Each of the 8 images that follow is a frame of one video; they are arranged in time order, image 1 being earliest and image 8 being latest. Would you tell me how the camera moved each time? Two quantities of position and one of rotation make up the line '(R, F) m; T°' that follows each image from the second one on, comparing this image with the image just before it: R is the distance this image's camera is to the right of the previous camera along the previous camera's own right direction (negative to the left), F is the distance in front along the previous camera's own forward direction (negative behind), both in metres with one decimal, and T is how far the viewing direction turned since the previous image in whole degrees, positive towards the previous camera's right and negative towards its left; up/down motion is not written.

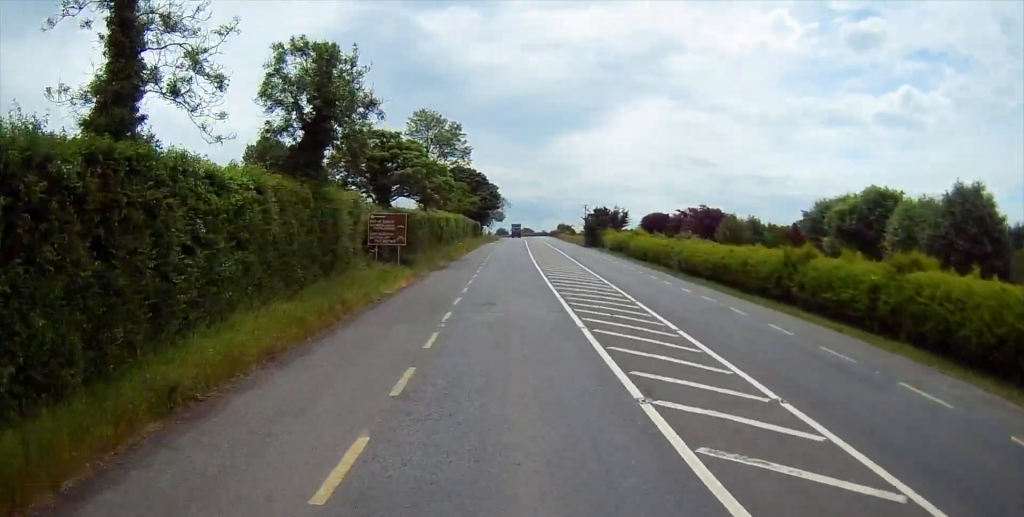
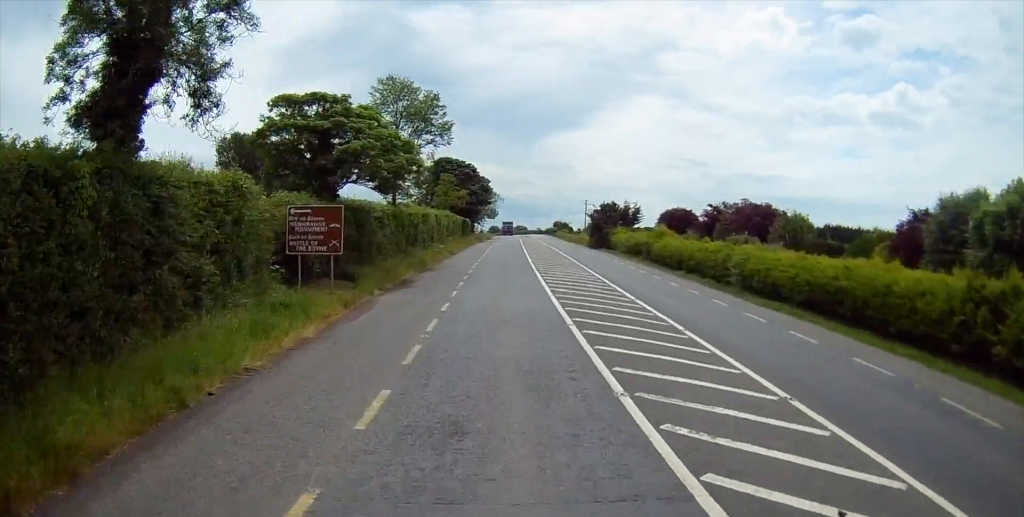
(+0.2, +13.0) m; 0°
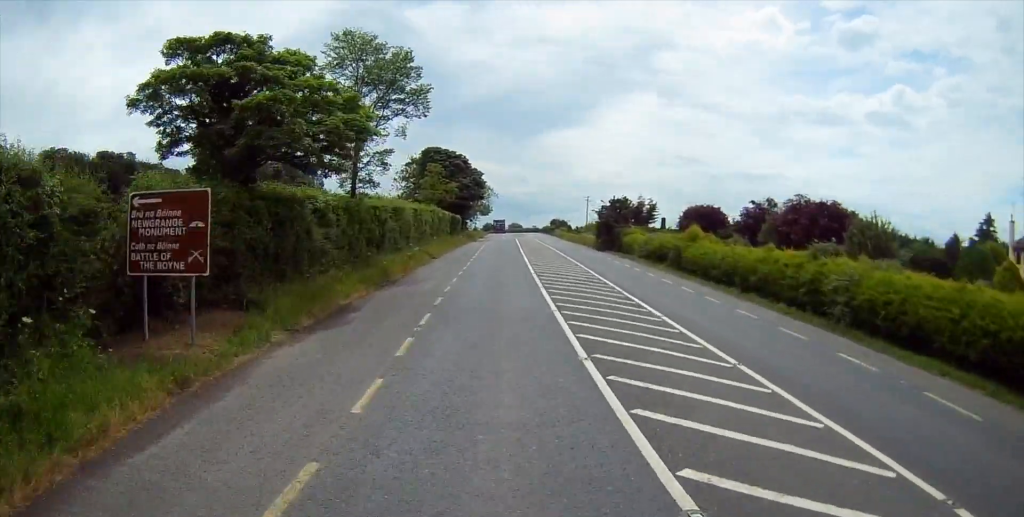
(0.0, +10.8) m; 0°
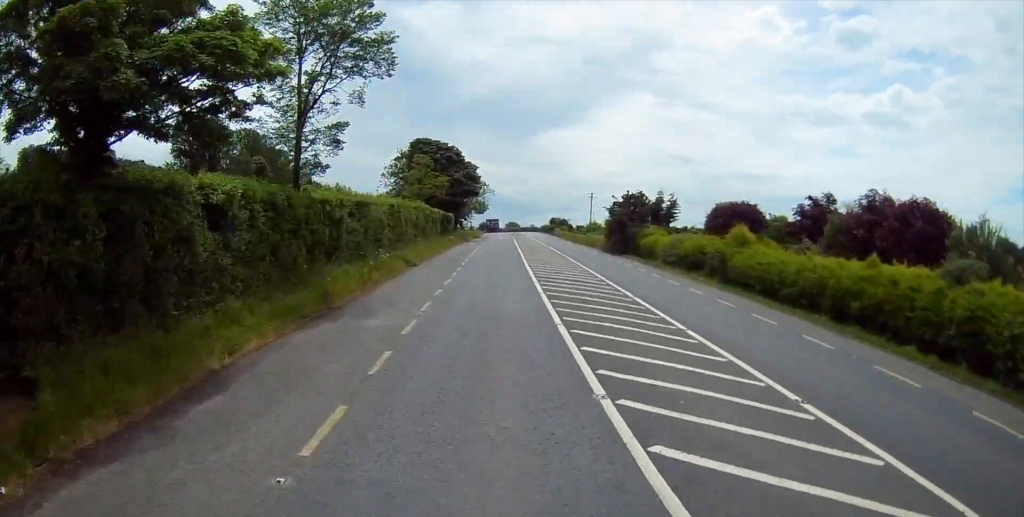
(-0.2, +9.4) m; 0°
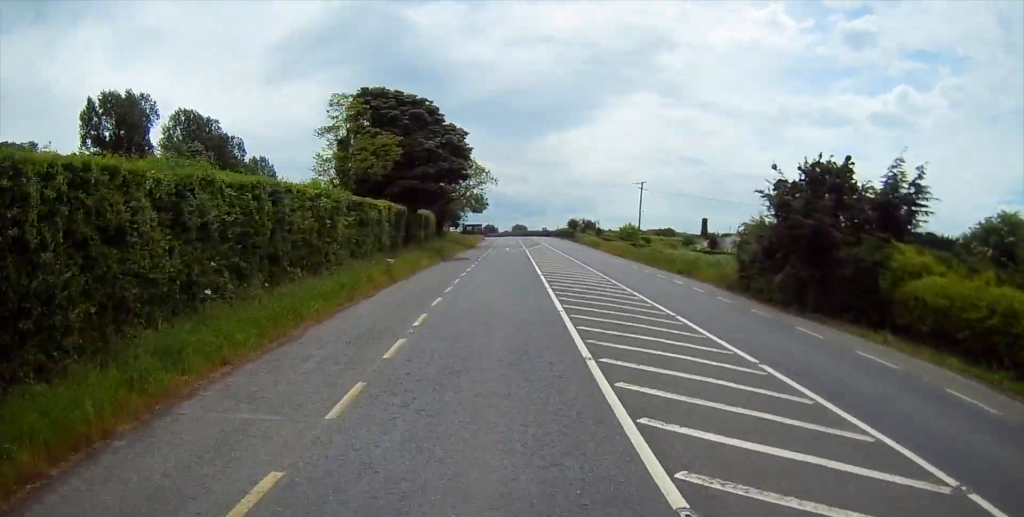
(+0.4, +36.5) m; +1°
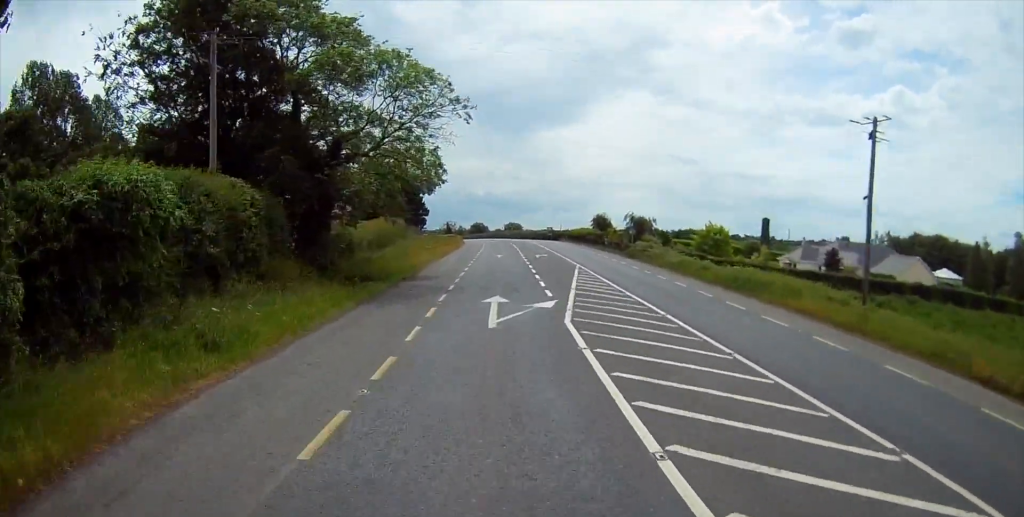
(-0.1, +51.6) m; 0°
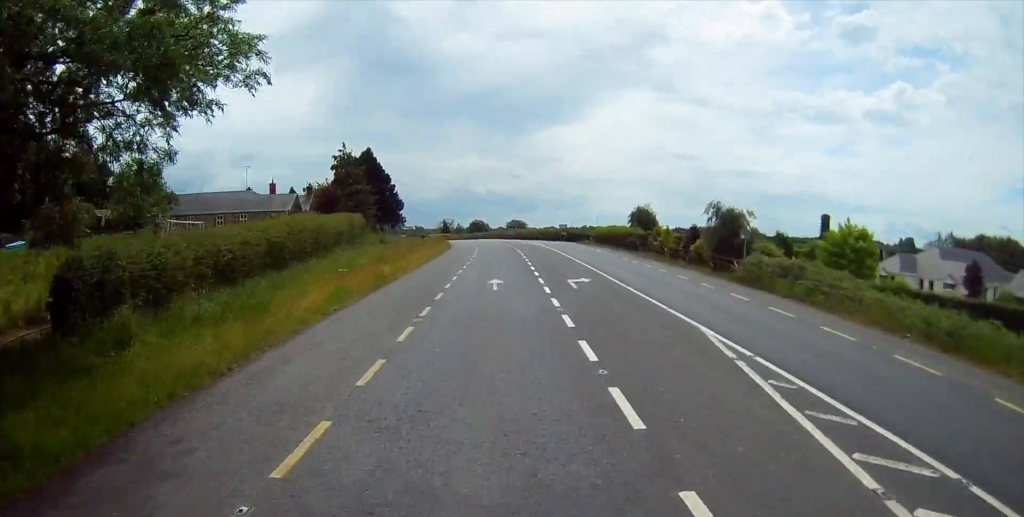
(+0.2, +27.8) m; 0°
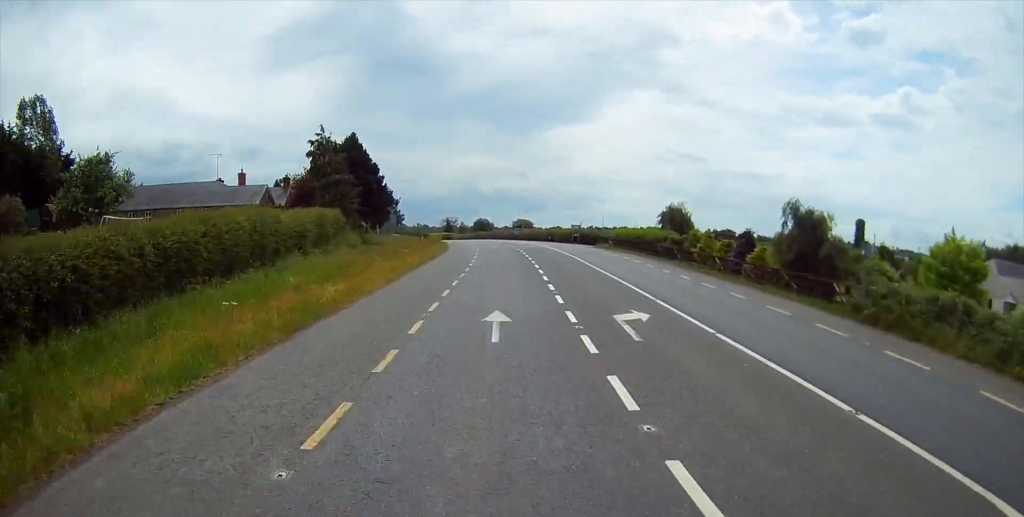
(-0.1, +11.0) m; 0°
